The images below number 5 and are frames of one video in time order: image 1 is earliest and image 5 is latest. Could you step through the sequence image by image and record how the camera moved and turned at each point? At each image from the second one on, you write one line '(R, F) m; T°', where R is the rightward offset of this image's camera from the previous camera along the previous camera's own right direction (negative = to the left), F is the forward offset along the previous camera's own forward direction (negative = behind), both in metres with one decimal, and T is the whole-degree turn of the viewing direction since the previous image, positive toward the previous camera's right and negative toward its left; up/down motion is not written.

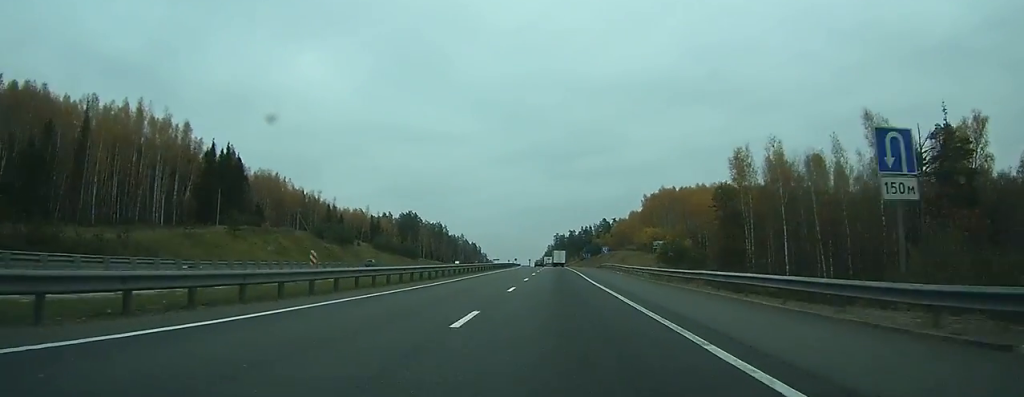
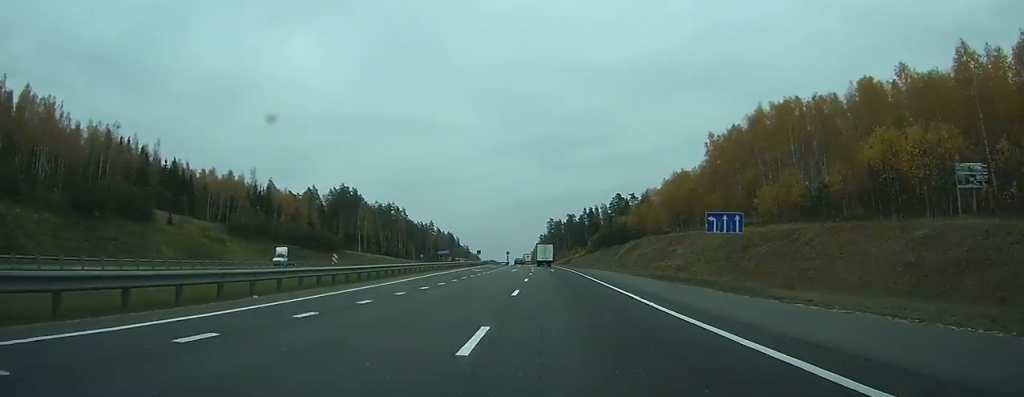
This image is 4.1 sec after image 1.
(+1.1, +108.0) m; +1°
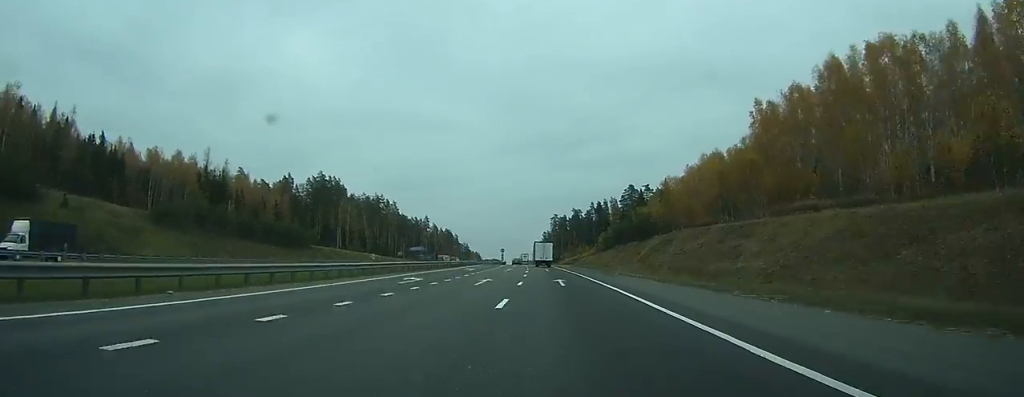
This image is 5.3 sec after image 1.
(0.0, +32.0) m; 0°
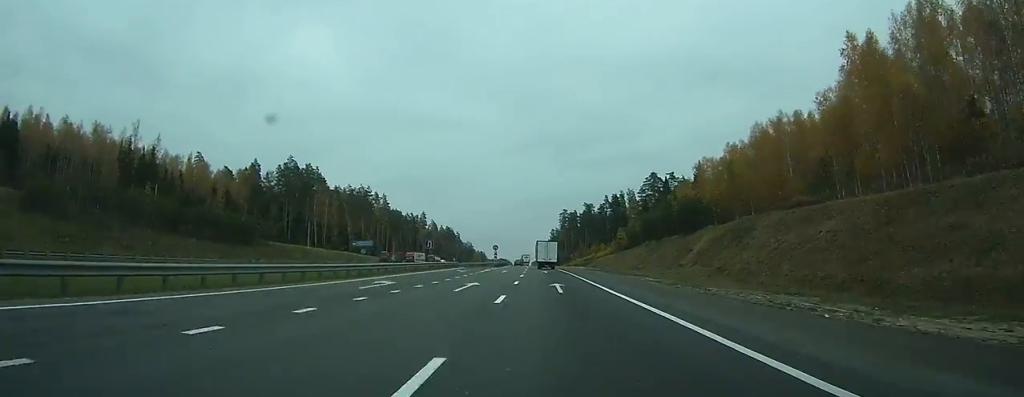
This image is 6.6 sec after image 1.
(0.0, +37.6) m; -1°
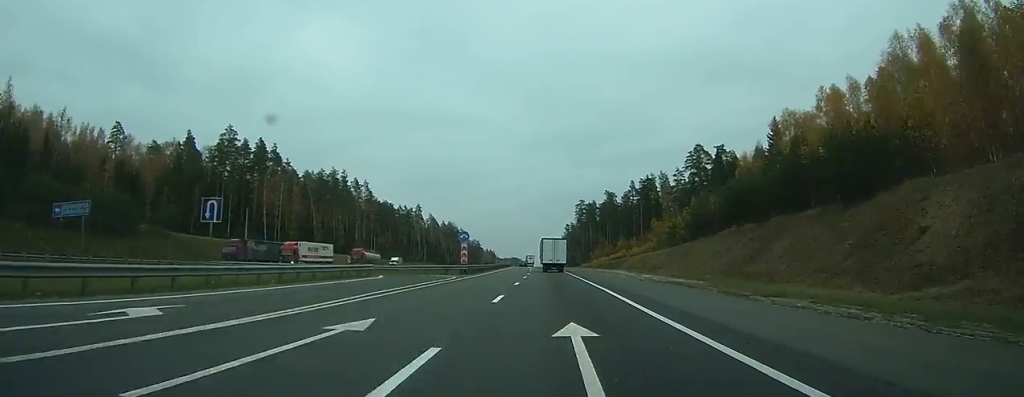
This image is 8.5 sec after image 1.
(-0.6, +50.7) m; -2°
